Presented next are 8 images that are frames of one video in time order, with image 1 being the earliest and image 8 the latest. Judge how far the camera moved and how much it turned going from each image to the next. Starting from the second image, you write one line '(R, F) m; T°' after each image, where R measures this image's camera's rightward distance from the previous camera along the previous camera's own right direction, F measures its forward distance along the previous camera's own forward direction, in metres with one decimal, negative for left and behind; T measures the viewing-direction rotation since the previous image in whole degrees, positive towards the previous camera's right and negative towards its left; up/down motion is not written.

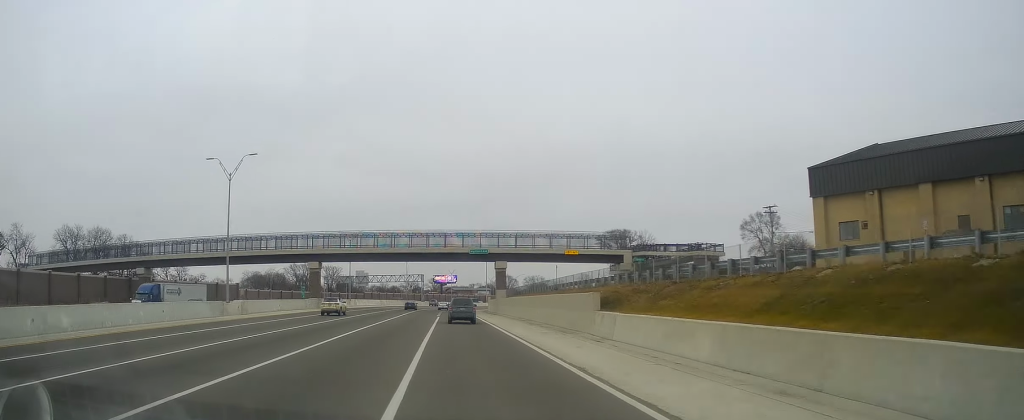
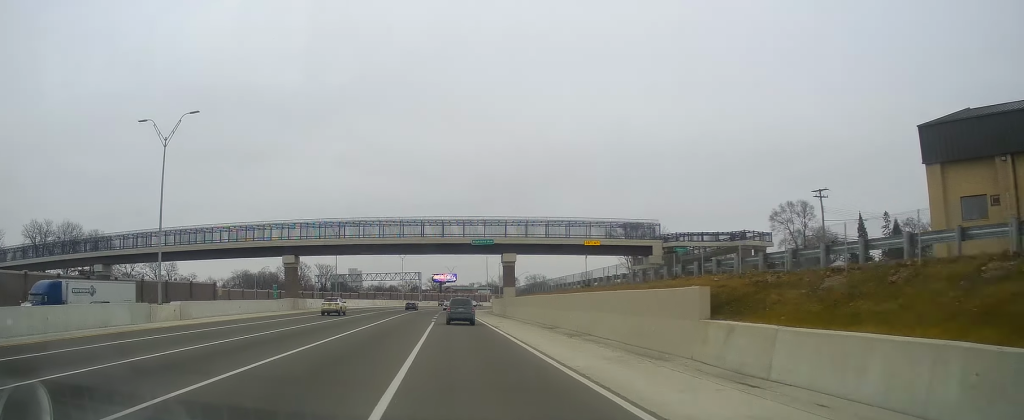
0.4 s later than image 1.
(+0.1, +13.7) m; 0°
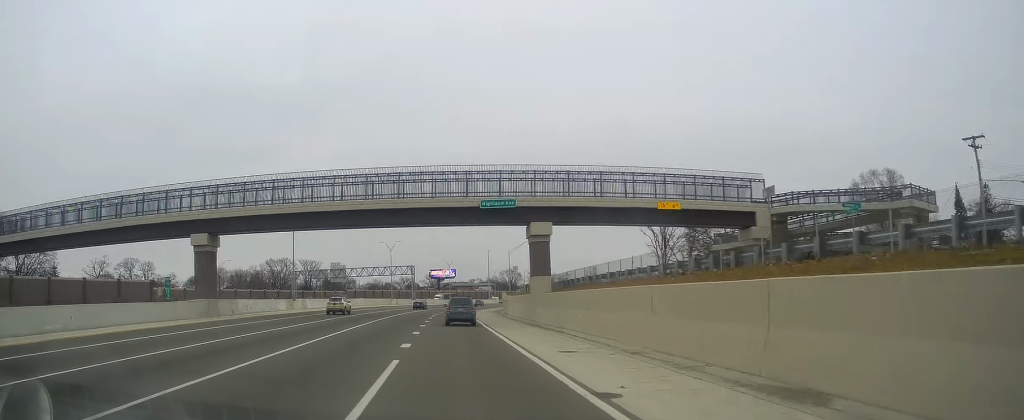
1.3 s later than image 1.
(0.0, +28.2) m; -1°
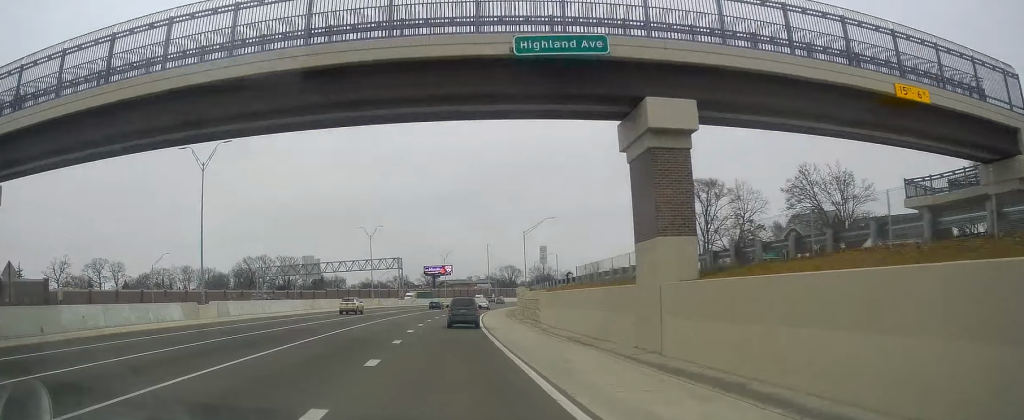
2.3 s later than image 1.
(-0.5, +28.5) m; +1°
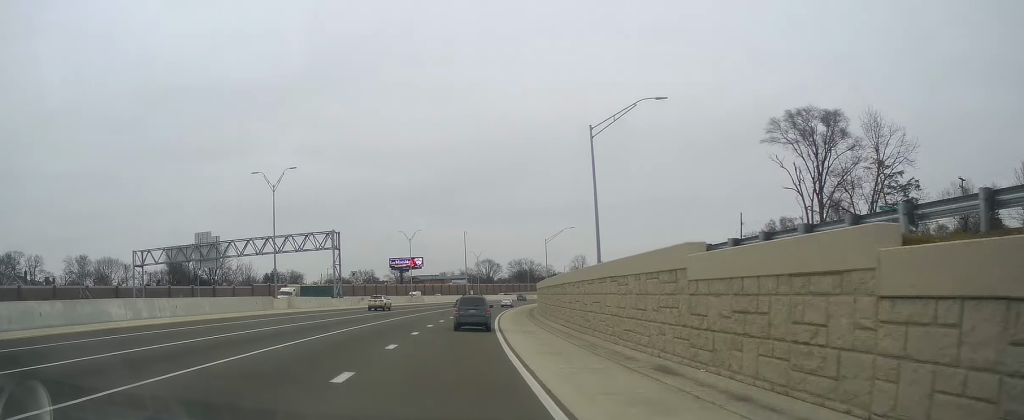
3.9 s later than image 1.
(+1.2, +49.3) m; +1°
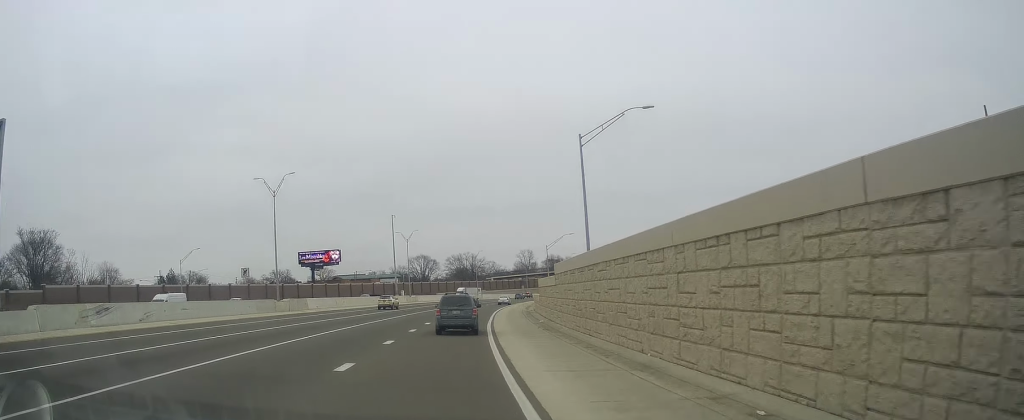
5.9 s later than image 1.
(+1.4, +59.4) m; +4°
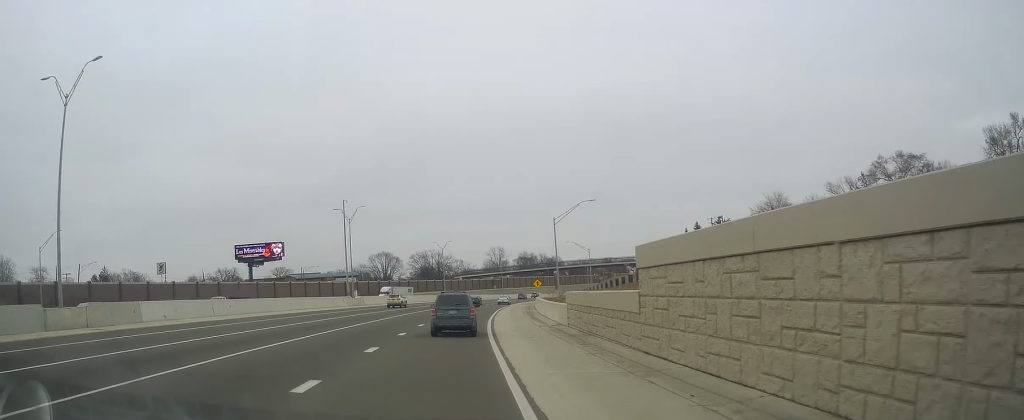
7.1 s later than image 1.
(+1.1, +34.3) m; +4°
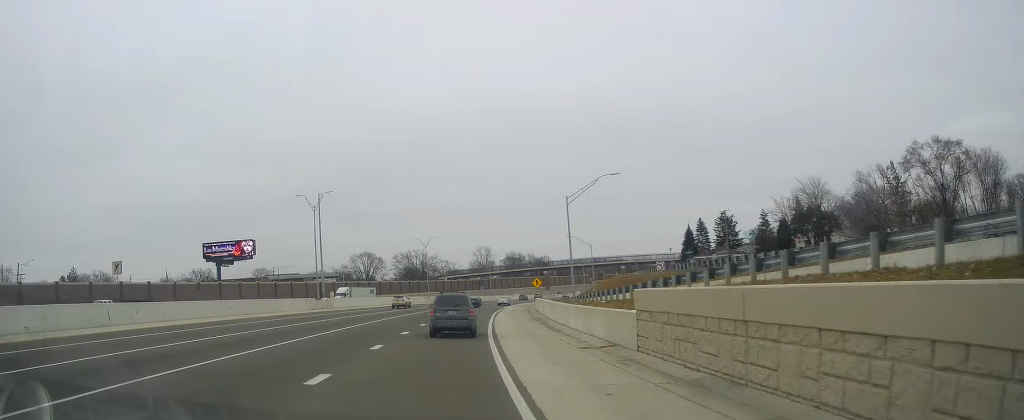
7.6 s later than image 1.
(+0.2, +14.6) m; +2°
